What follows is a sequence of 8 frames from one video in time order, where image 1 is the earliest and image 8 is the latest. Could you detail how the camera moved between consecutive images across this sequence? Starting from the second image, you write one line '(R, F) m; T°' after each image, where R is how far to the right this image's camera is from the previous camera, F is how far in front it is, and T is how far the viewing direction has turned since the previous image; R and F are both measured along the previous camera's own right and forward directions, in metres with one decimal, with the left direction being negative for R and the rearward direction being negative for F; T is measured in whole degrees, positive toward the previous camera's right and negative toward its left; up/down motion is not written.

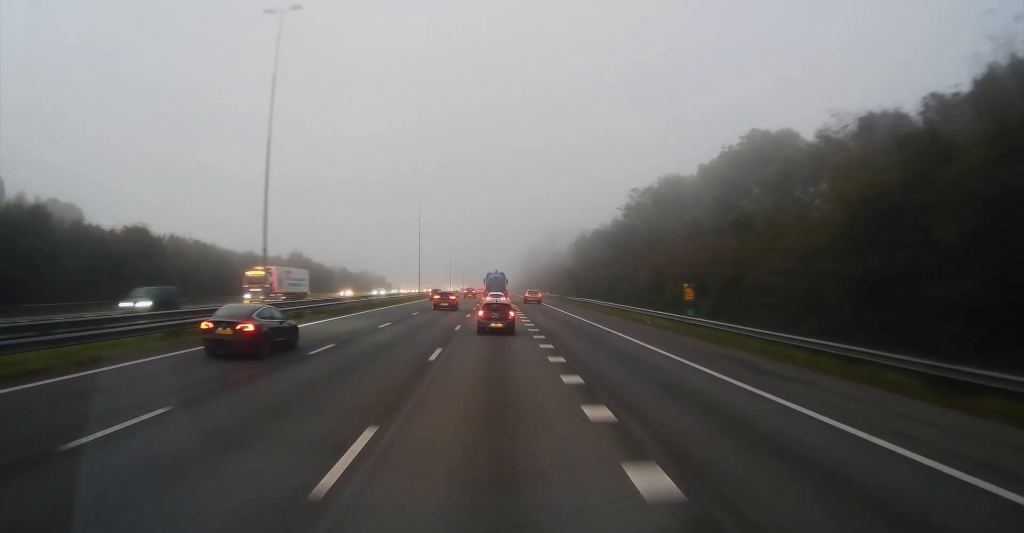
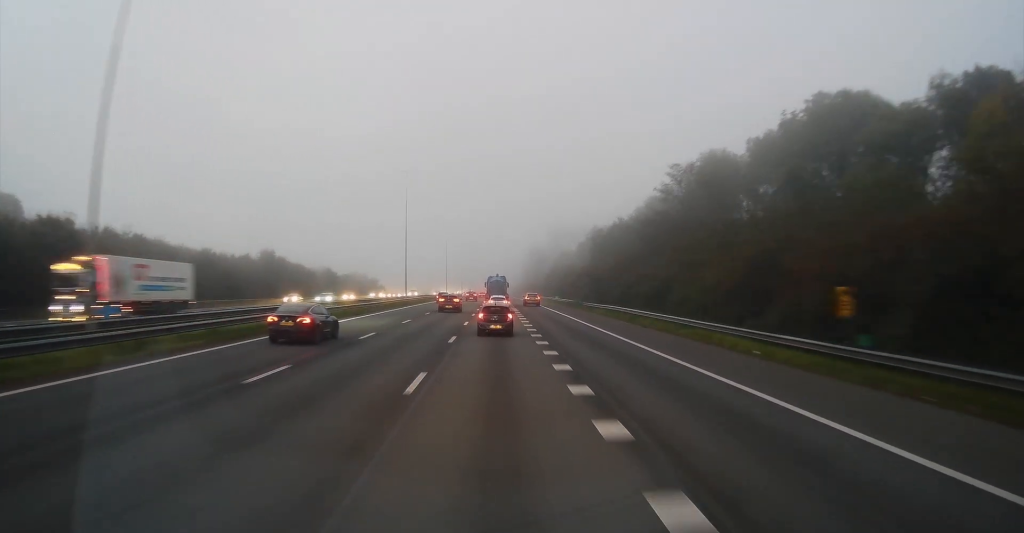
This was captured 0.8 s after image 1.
(-0.1, +16.7) m; 0°
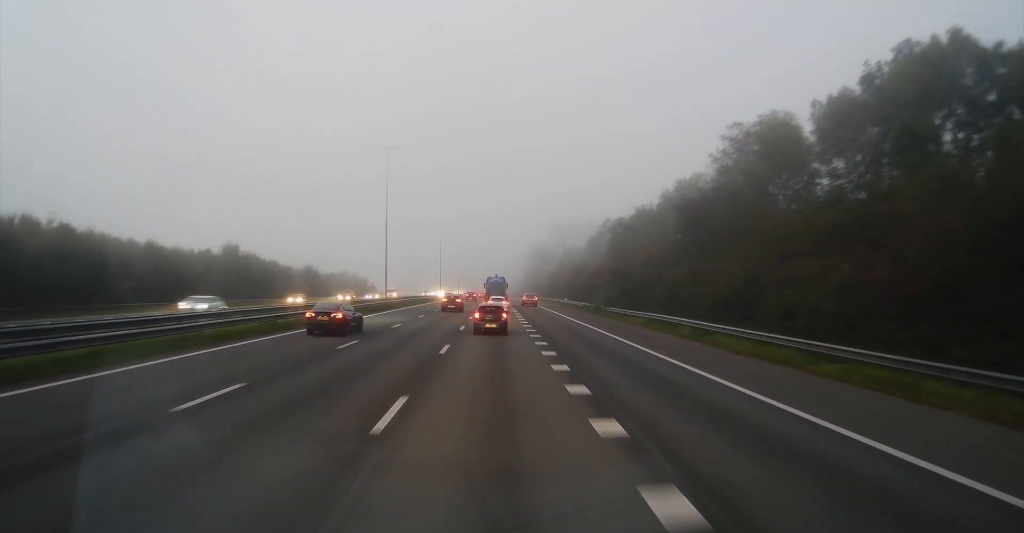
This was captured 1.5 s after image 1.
(+0.3, +15.8) m; 0°
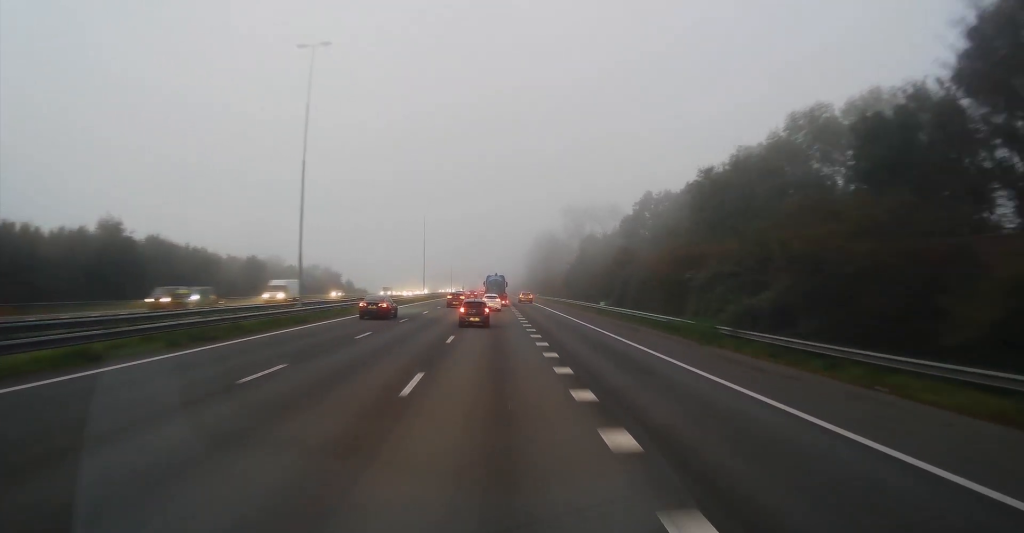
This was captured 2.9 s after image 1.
(-0.7, +32.7) m; -2°
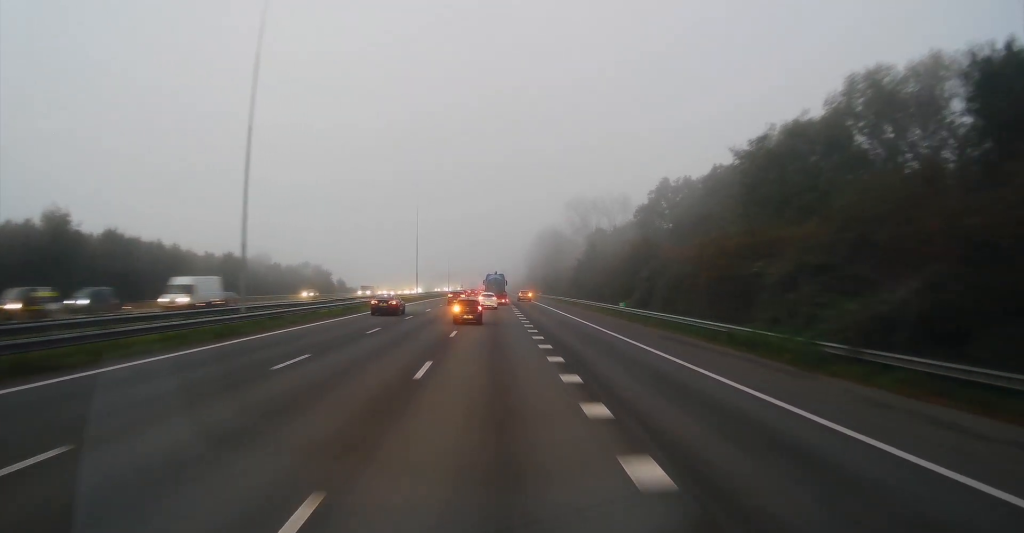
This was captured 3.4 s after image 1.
(-0.2, +10.3) m; 0°
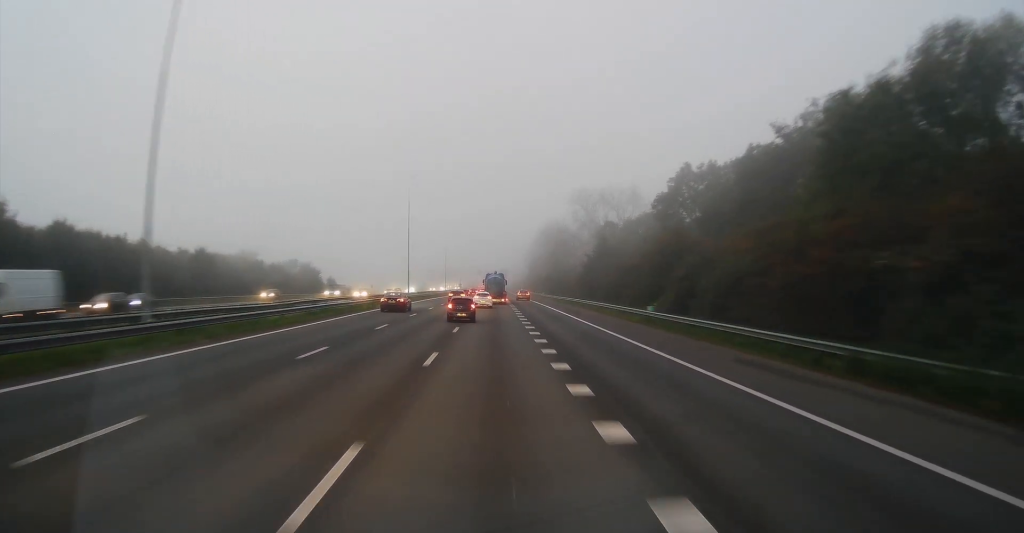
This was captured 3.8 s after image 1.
(+0.1, +9.4) m; 0°
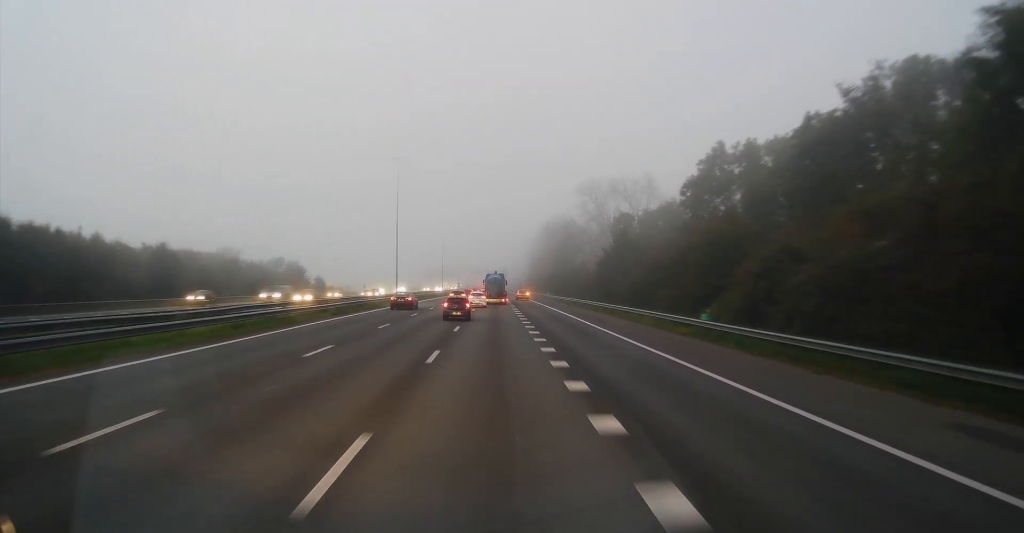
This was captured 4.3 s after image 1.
(+0.2, +11.2) m; +1°
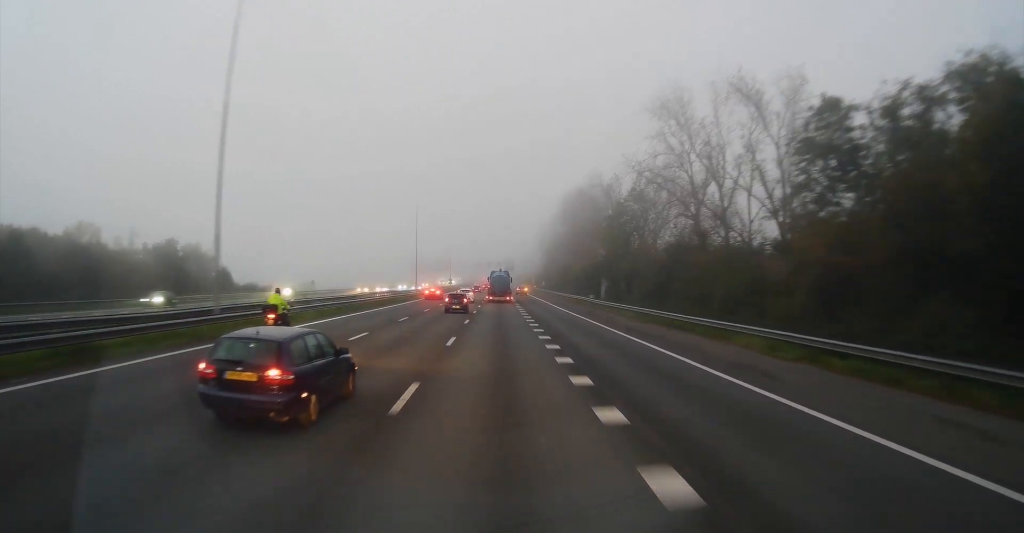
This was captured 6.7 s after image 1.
(-0.3, +54.5) m; -1°
